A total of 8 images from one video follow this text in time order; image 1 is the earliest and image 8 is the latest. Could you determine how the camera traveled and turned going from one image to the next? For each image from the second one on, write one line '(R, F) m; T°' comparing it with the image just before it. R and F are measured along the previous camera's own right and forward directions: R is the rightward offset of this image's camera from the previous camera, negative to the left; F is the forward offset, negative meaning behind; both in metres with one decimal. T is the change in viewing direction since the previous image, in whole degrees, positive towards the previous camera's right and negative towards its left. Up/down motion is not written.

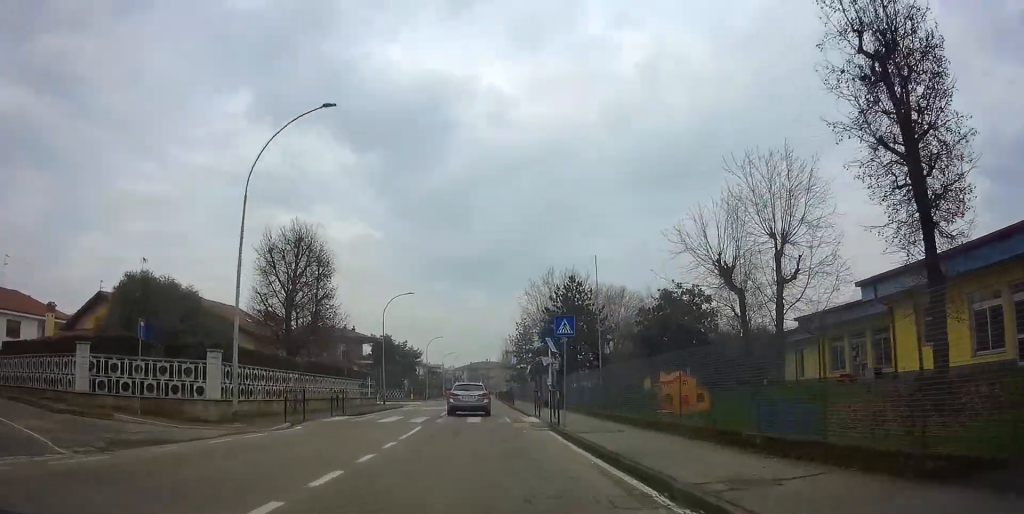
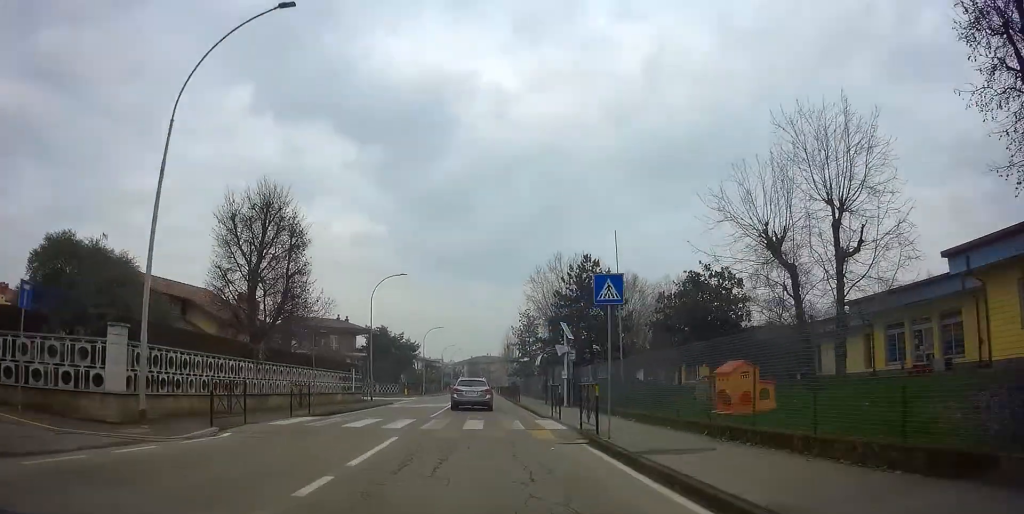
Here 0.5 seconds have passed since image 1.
(0.0, +5.6) m; -1°
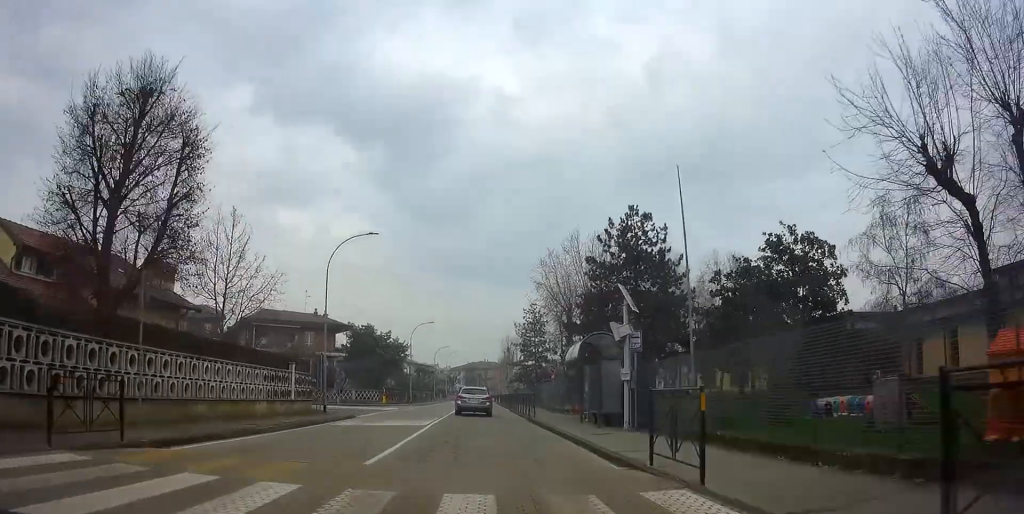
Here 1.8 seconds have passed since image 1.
(-0.2, +12.2) m; -1°
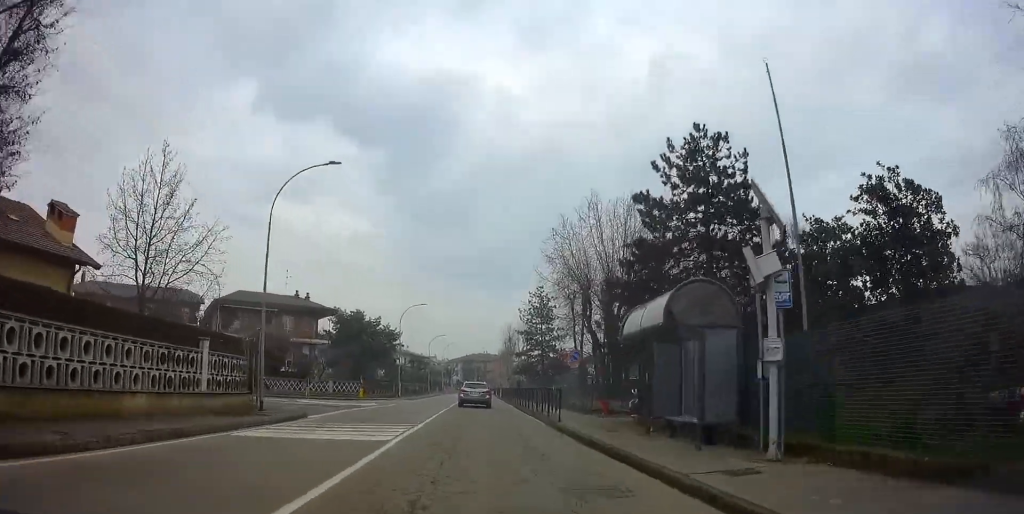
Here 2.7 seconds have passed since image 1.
(+0.1, +8.7) m; +1°
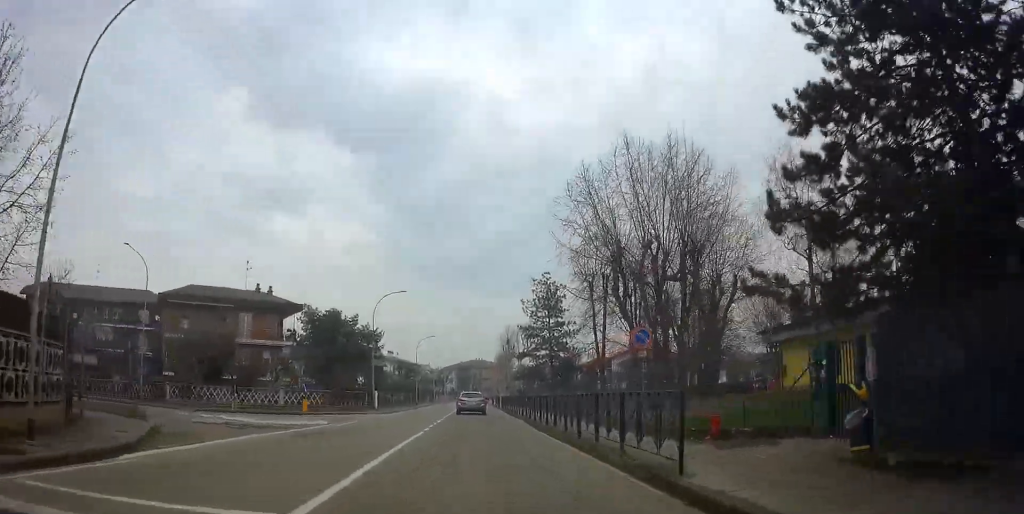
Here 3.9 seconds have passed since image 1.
(+0.1, +11.2) m; +1°
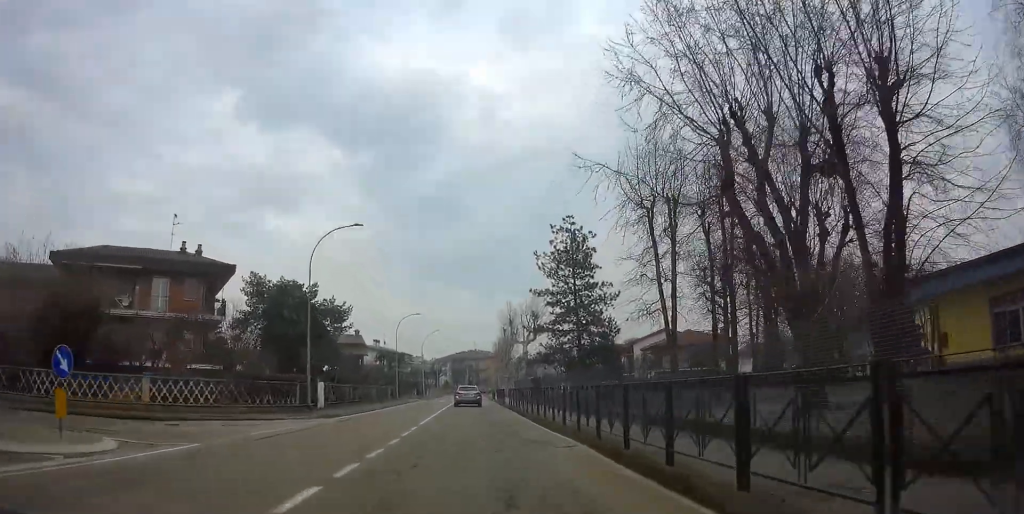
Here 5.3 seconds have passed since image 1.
(+0.1, +15.4) m; 0°
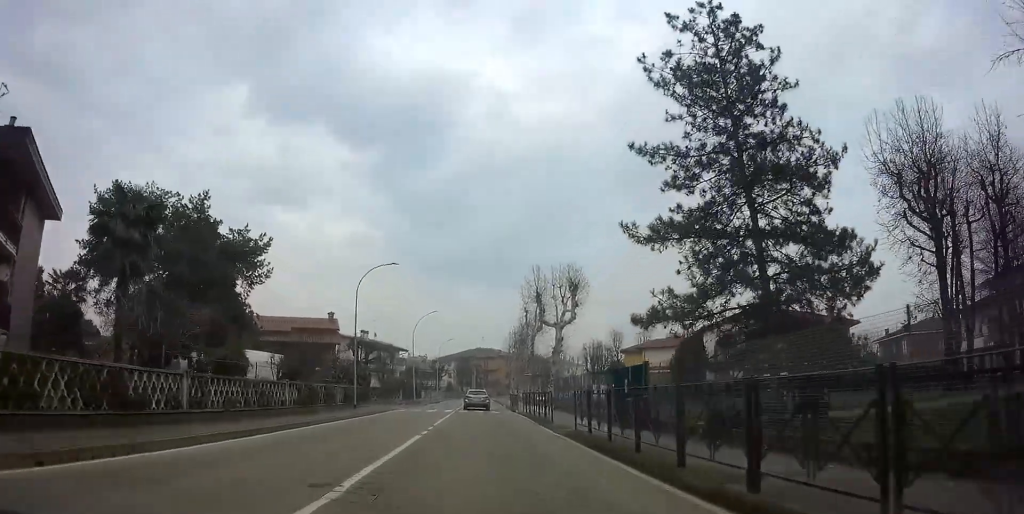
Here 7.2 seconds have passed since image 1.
(0.0, +23.4) m; 0°
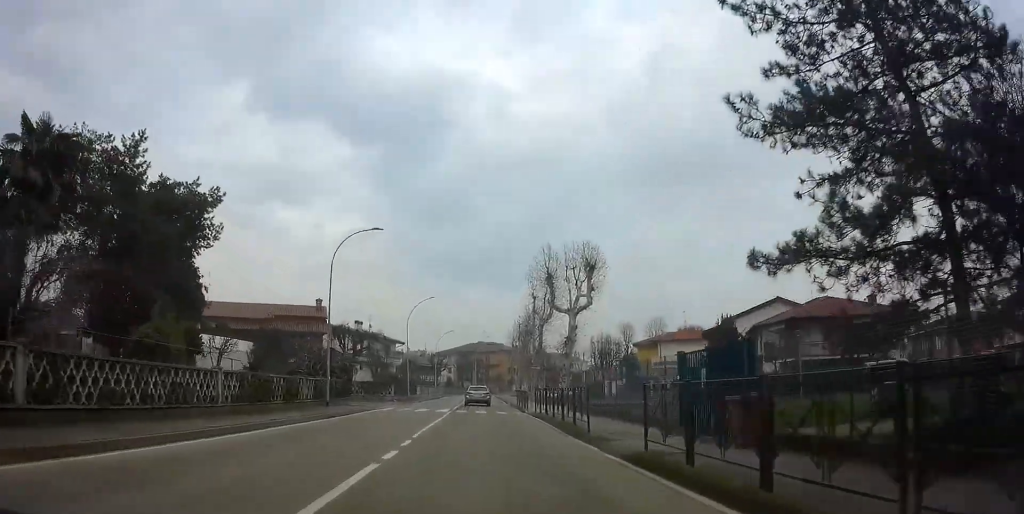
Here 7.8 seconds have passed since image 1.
(0.0, +6.7) m; 0°
